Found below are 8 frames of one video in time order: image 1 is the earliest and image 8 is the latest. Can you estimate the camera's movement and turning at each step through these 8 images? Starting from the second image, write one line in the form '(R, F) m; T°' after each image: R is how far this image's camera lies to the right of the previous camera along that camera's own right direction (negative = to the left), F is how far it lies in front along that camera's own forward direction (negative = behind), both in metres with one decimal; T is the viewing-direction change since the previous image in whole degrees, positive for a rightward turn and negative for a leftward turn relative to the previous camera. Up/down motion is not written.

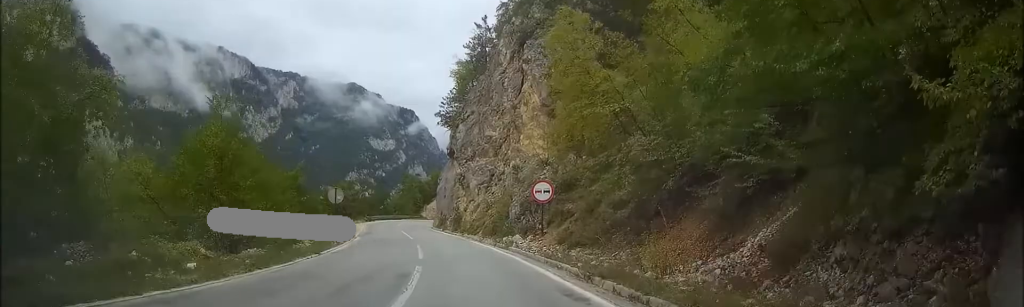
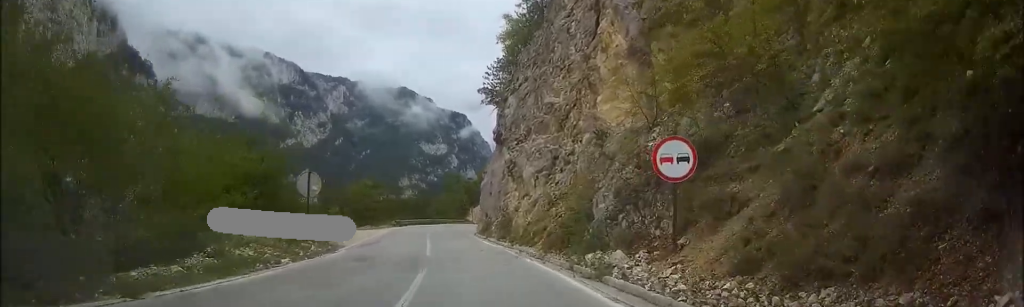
(-0.6, +14.7) m; -5°
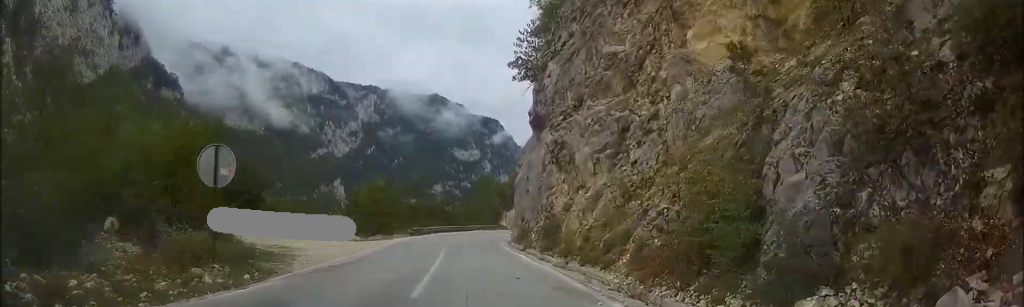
(-0.4, +10.8) m; -4°
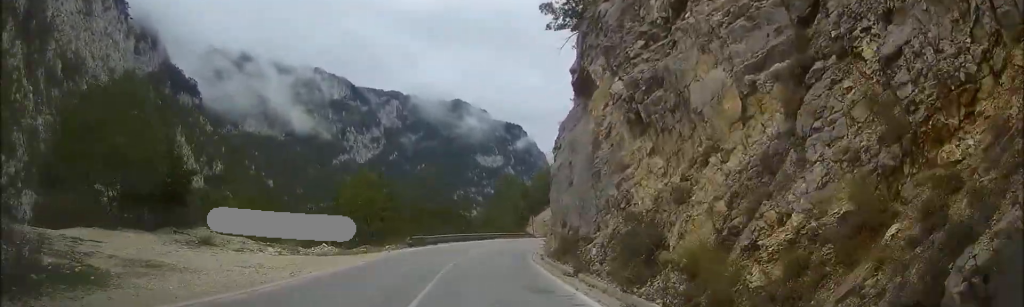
(-0.4, +12.5) m; -3°
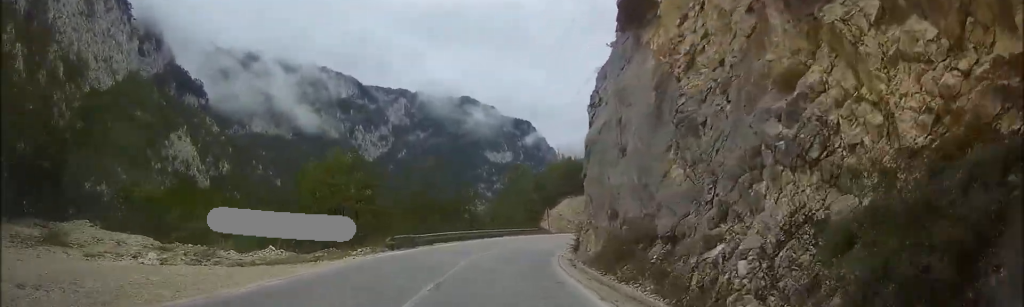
(-0.2, +9.9) m; 0°
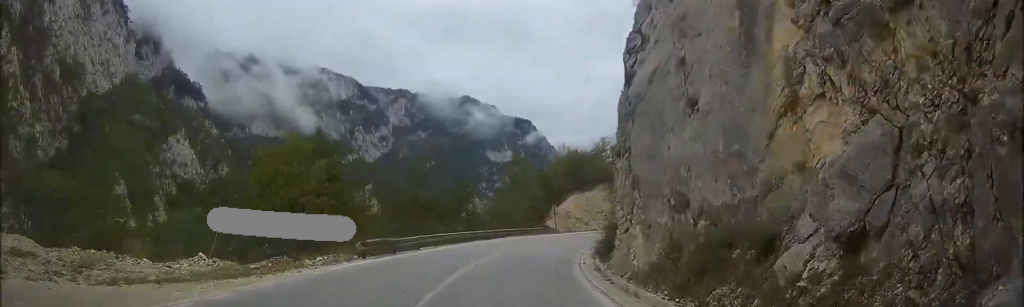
(0.0, +6.6) m; 0°
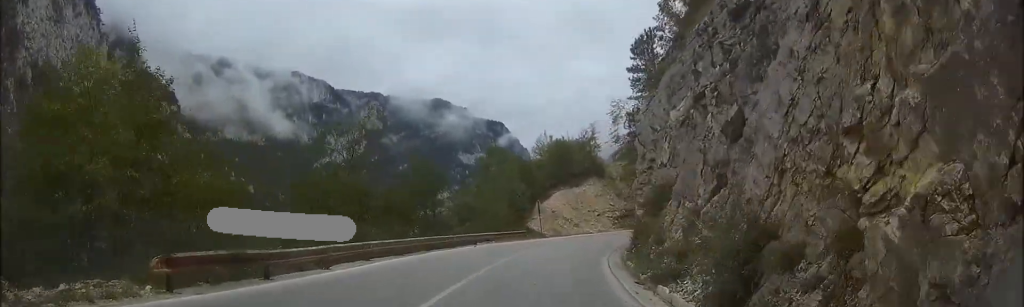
(+0.1, +12.0) m; +2°
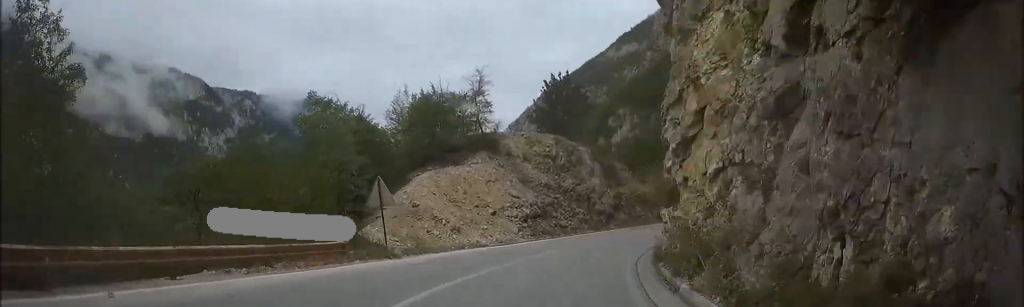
(+1.5, +24.7) m; +9°
